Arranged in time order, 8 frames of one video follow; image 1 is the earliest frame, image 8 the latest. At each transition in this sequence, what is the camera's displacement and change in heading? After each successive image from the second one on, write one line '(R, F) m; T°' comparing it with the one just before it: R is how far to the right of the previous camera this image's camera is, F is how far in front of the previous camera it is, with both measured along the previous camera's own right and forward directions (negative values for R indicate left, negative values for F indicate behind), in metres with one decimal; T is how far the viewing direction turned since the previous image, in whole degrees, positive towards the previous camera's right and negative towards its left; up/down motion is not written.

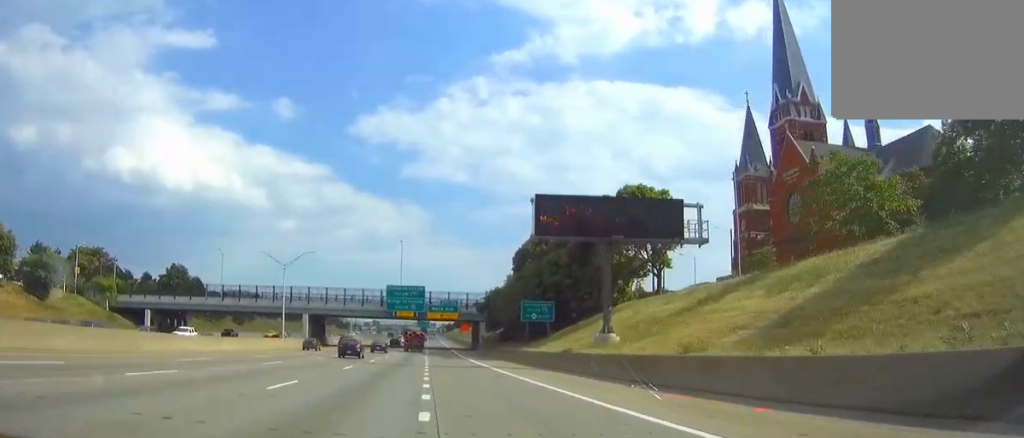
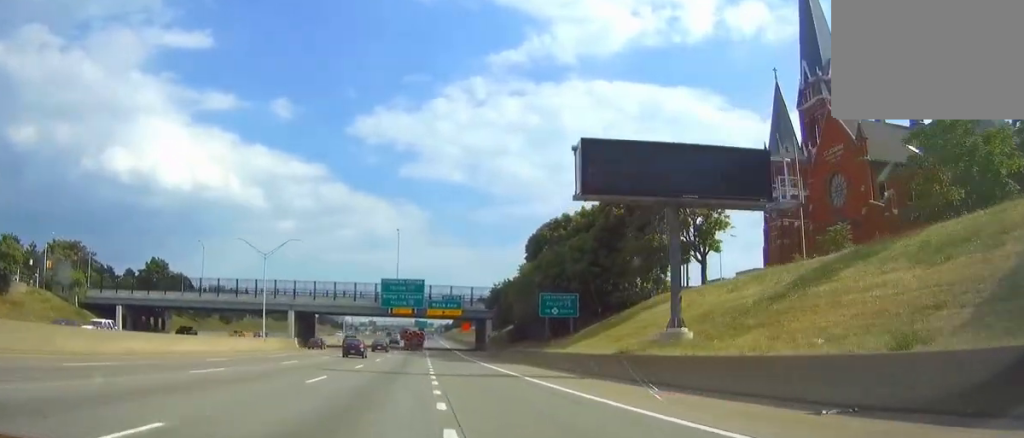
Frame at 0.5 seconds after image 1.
(0.0, +11.9) m; 0°
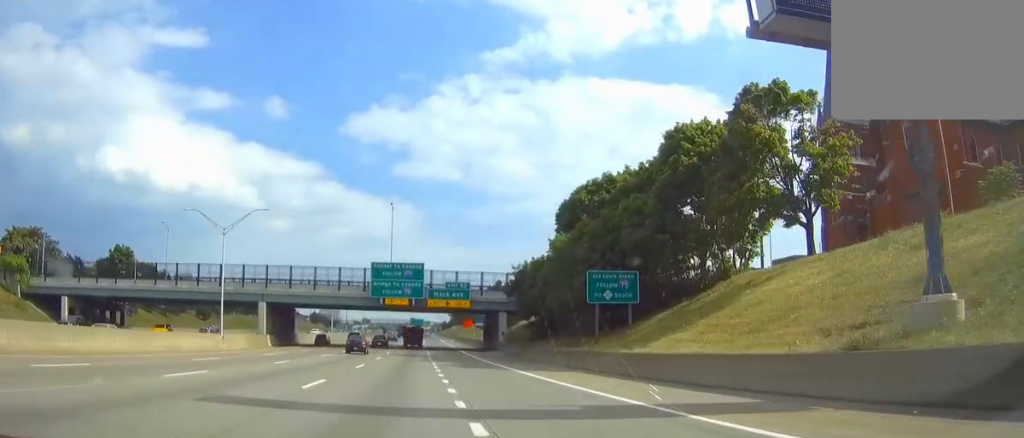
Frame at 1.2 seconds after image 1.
(0.0, +18.7) m; 0°
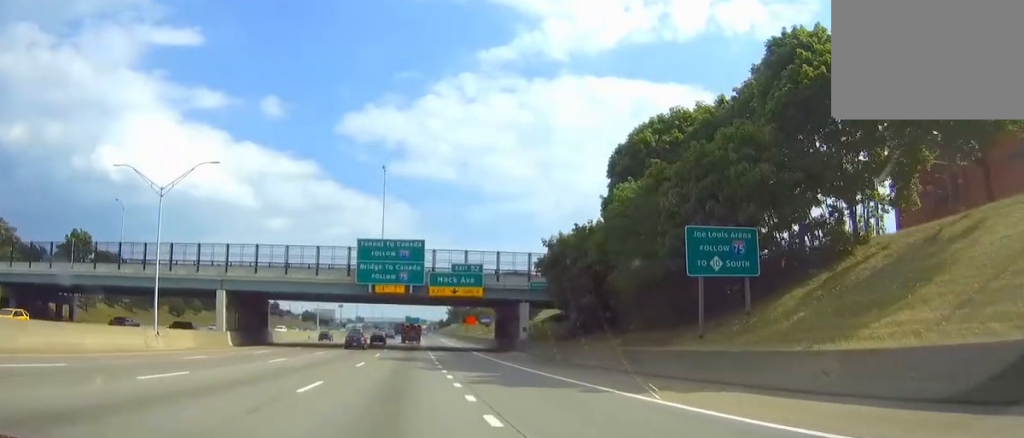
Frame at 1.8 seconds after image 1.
(+0.1, +17.3) m; +1°
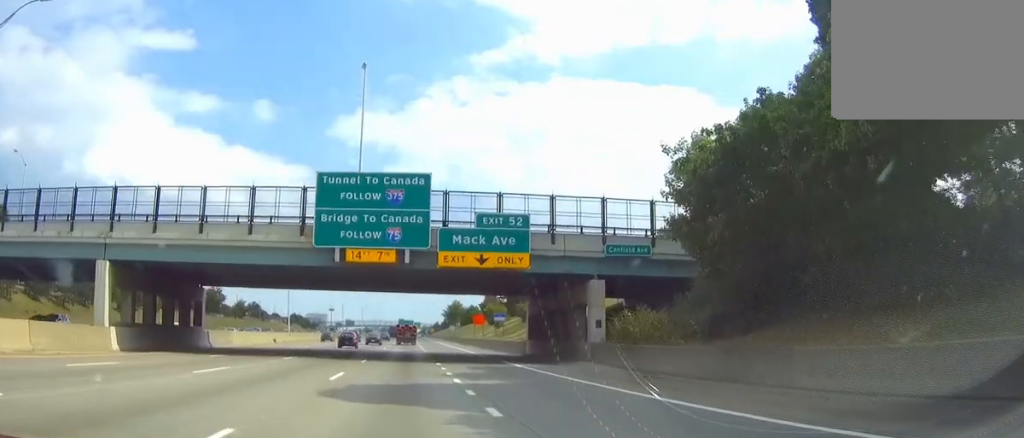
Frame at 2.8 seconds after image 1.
(+0.2, +26.4) m; +1°
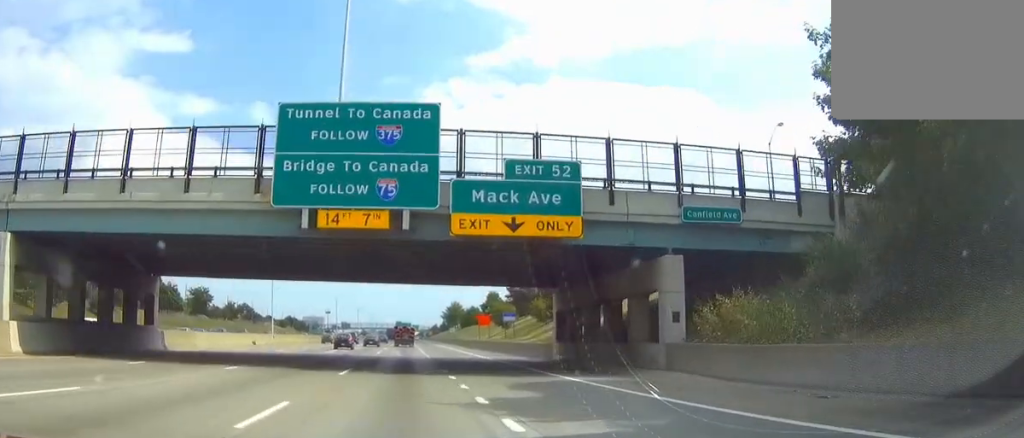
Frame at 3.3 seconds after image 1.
(0.0, +11.6) m; 0°
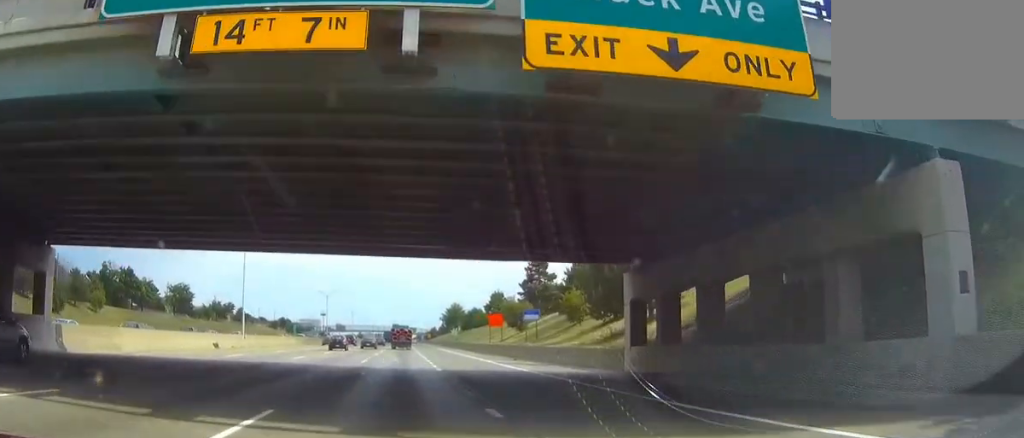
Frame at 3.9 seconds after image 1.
(+0.1, +15.9) m; 0°
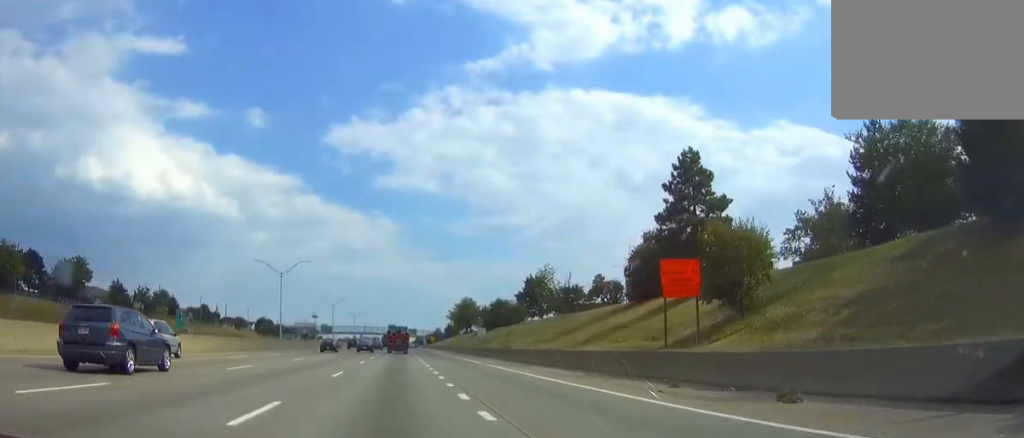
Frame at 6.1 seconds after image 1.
(+0.2, +59.5) m; +1°
